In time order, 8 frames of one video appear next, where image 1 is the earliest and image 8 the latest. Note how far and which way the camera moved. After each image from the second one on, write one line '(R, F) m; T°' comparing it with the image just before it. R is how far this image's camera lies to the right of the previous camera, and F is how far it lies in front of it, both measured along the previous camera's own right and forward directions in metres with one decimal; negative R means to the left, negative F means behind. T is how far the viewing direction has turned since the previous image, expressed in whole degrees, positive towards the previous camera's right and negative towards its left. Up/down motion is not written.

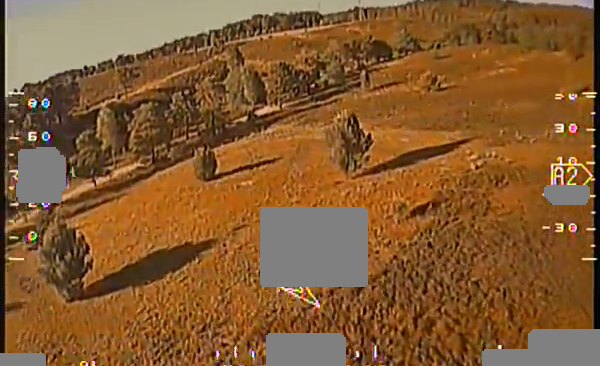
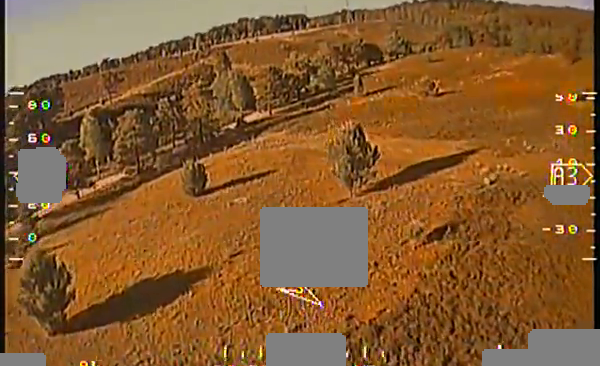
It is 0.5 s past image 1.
(+0.5, +5.2) m; +3°
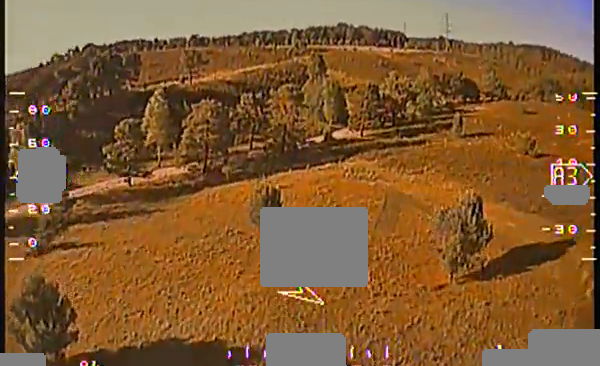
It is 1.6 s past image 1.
(+0.4, +12.6) m; +1°
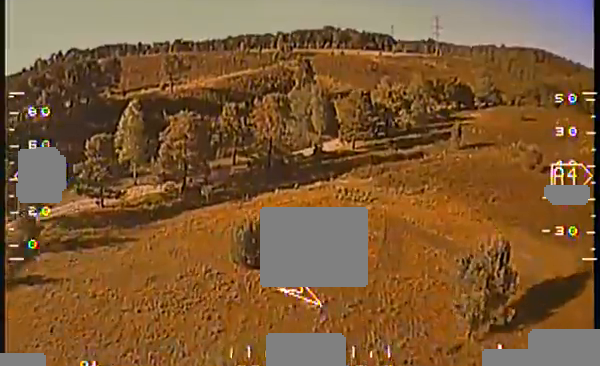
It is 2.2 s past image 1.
(-0.1, +8.4) m; -1°
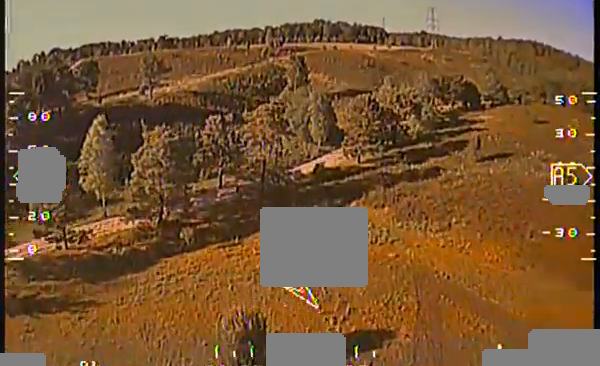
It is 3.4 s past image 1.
(-0.1, +15.4) m; +2°
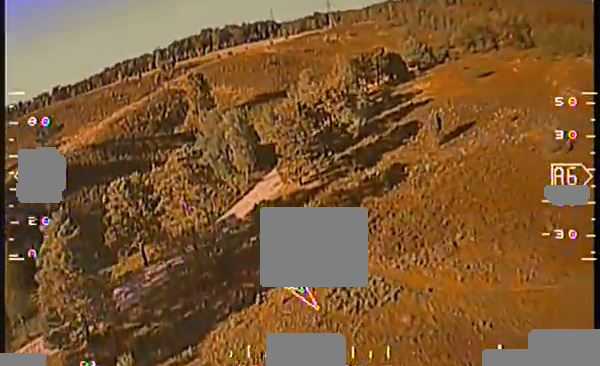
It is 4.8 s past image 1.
(+1.0, +17.9) m; +16°
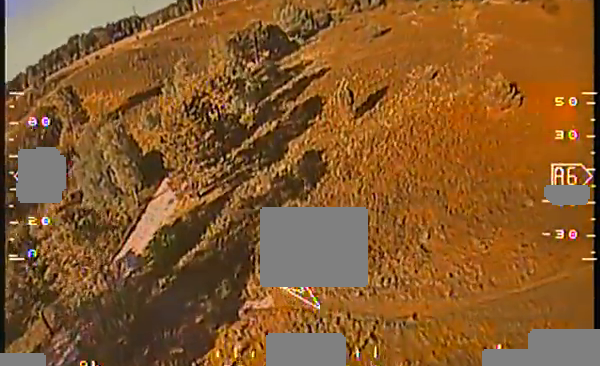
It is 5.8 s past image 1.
(+2.4, +12.4) m; +11°
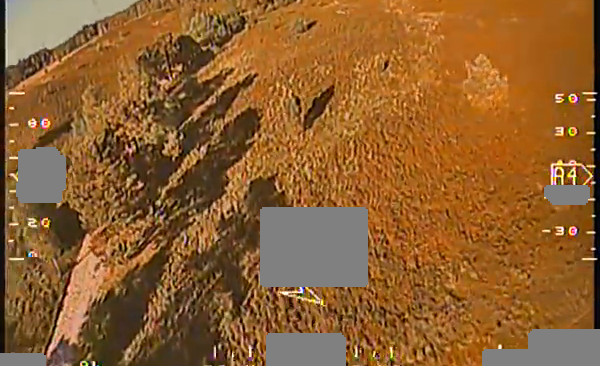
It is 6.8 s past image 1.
(+0.3, +13.7) m; +31°
